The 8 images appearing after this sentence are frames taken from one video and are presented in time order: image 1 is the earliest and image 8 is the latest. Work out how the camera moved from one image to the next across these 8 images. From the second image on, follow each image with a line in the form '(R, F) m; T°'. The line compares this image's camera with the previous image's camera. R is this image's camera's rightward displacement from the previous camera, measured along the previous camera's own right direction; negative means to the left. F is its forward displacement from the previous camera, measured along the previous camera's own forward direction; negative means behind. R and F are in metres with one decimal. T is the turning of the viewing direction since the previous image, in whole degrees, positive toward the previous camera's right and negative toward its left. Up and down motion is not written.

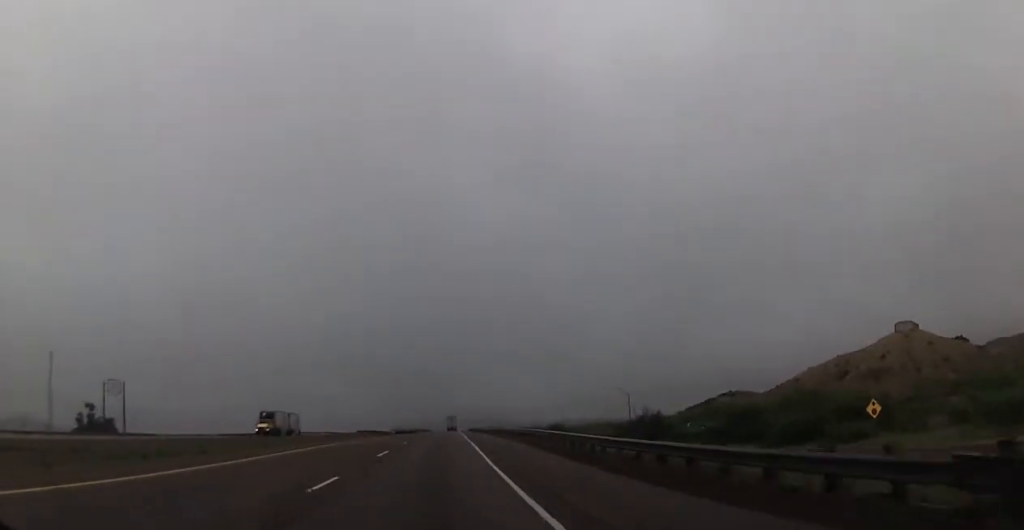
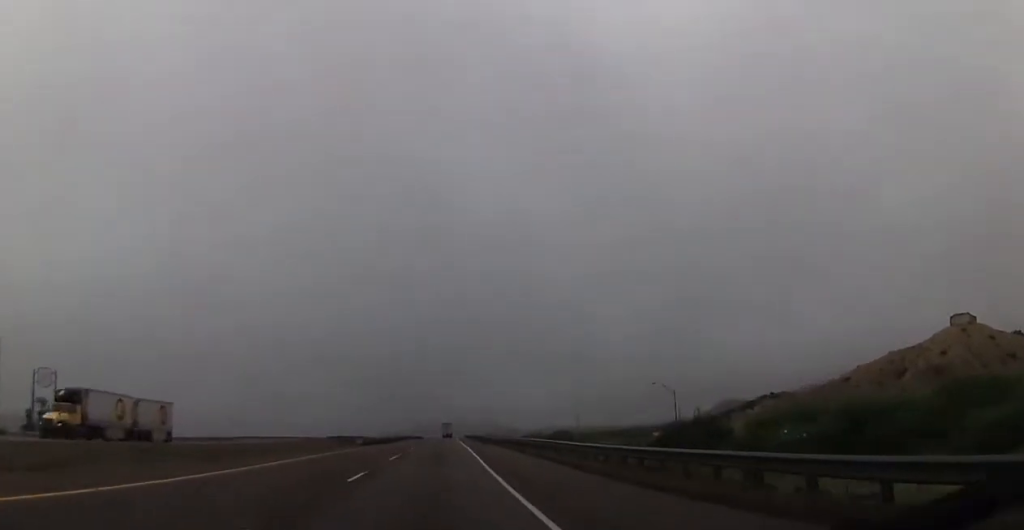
(0.0, +31.8) m; 0°
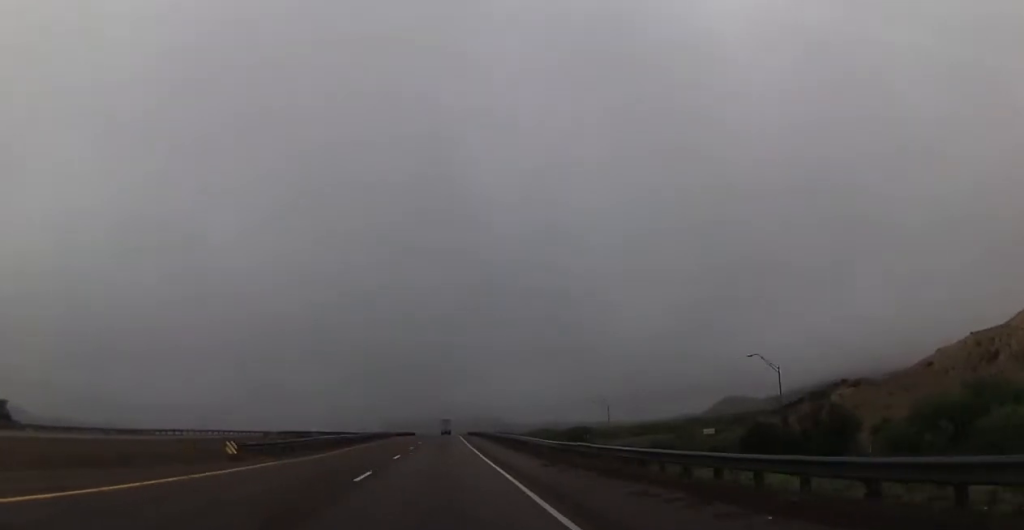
(+0.3, +37.3) m; +1°
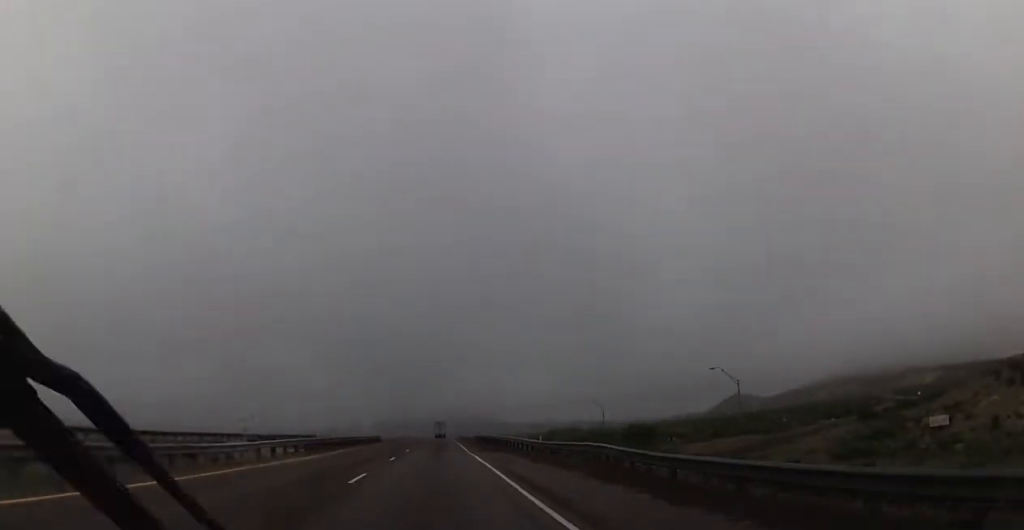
(+0.6, +72.9) m; 0°
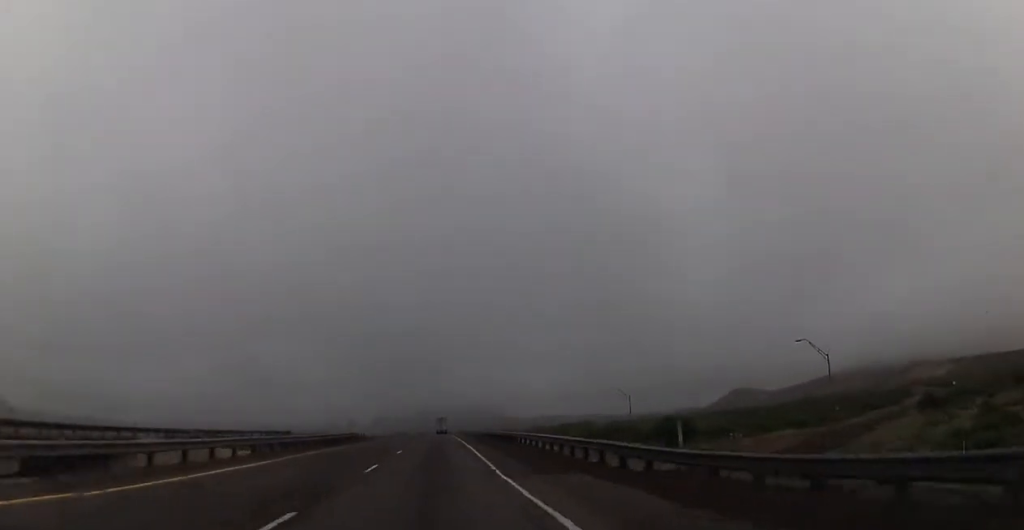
(0.0, +21.1) m; 0°
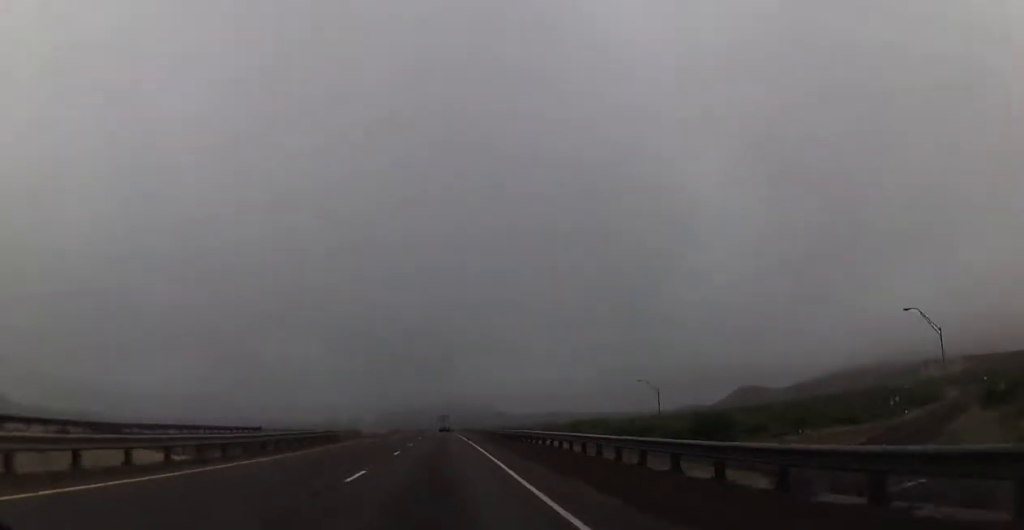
(0.0, +16.8) m; 0°
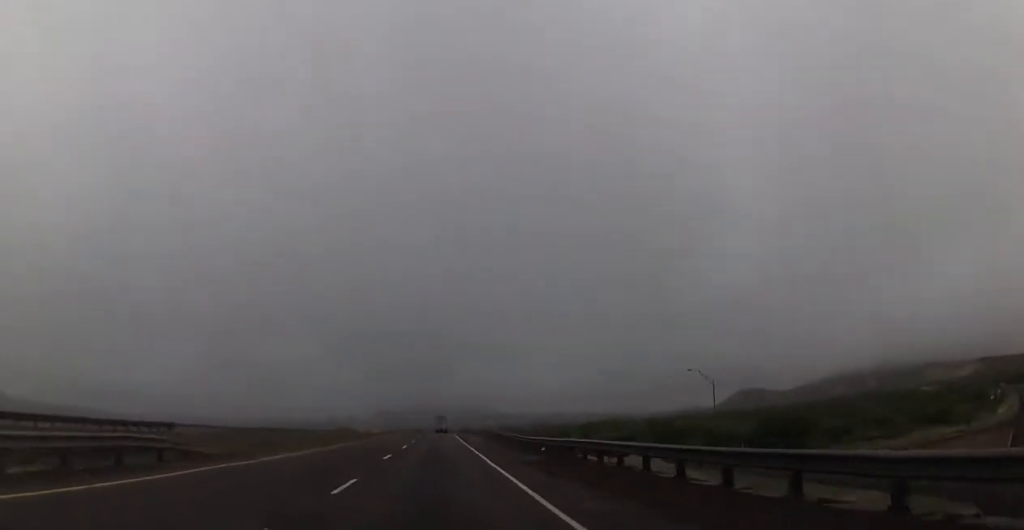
(0.0, +25.8) m; 0°
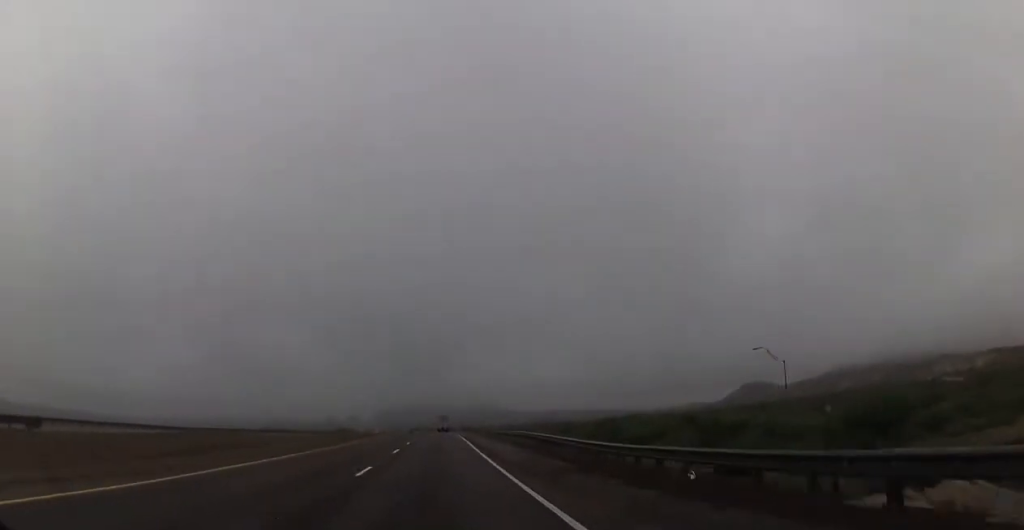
(-0.1, +20.2) m; 0°
